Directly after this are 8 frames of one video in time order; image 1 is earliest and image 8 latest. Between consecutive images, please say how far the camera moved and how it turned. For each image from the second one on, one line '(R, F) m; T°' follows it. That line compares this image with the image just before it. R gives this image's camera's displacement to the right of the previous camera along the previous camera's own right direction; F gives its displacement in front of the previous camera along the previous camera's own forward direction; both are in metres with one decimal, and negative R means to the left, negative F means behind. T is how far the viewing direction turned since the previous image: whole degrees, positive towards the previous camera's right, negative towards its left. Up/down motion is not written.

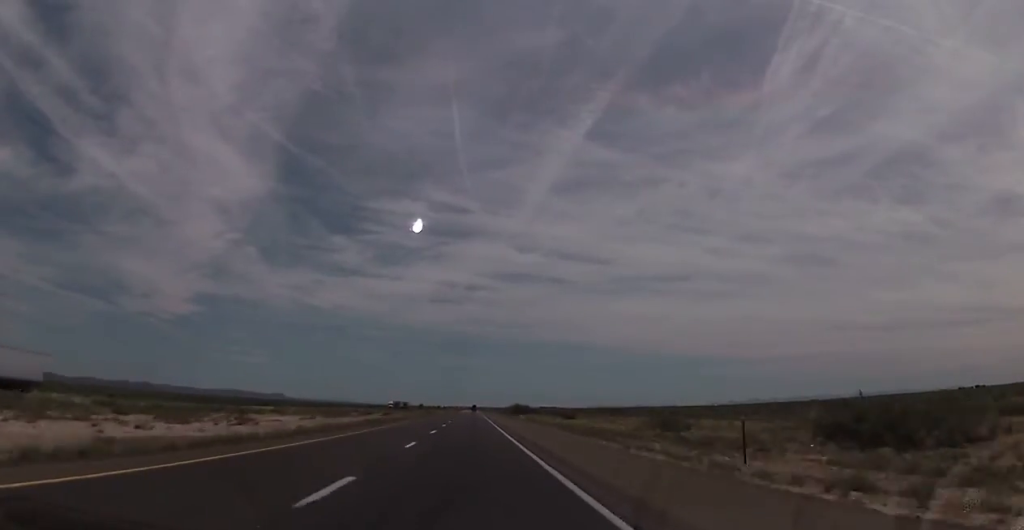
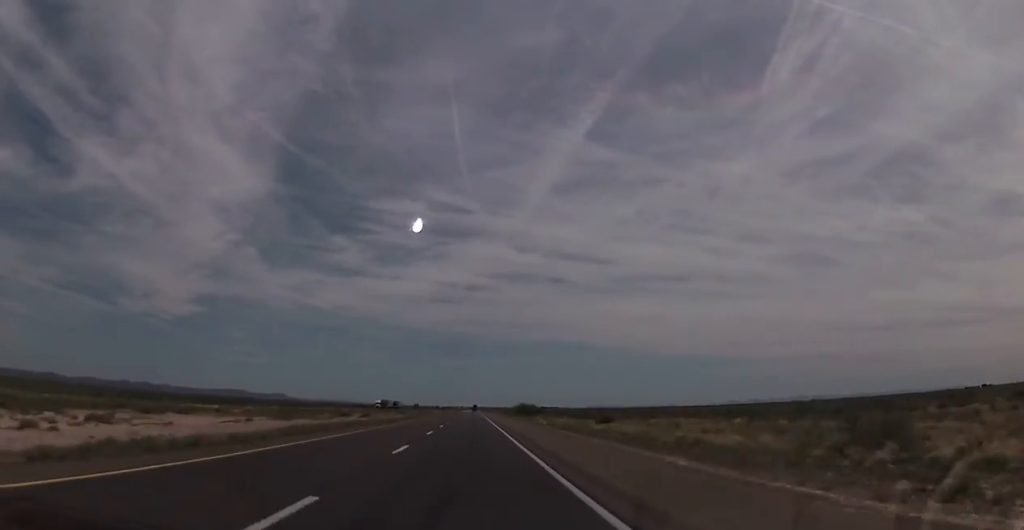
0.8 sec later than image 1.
(+0.4, +27.4) m; 0°
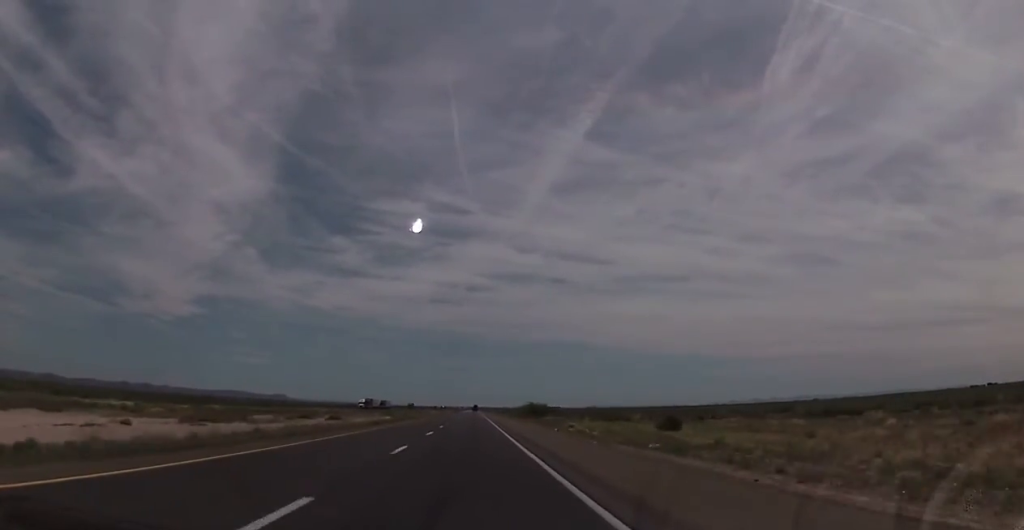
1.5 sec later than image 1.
(-0.3, +25.0) m; 0°
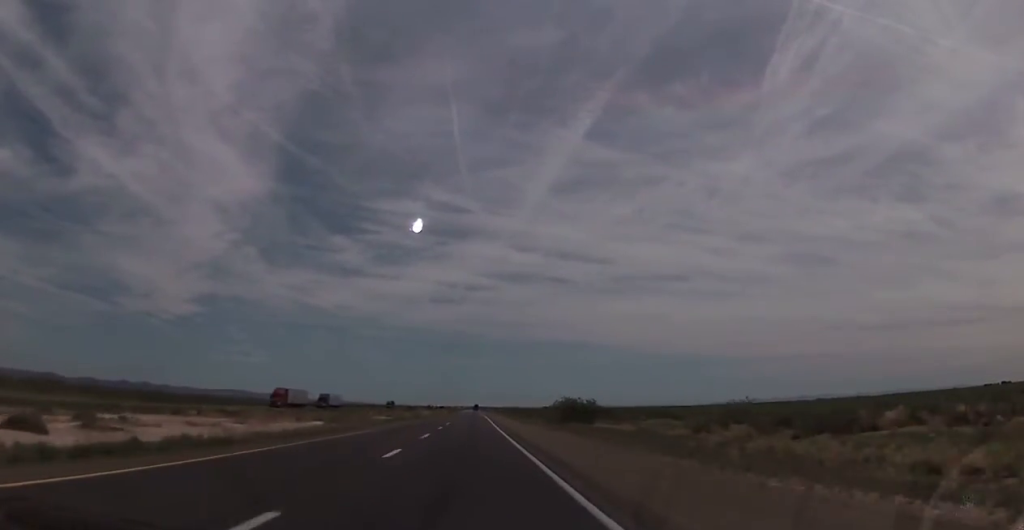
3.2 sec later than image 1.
(-0.3, +62.9) m; 0°
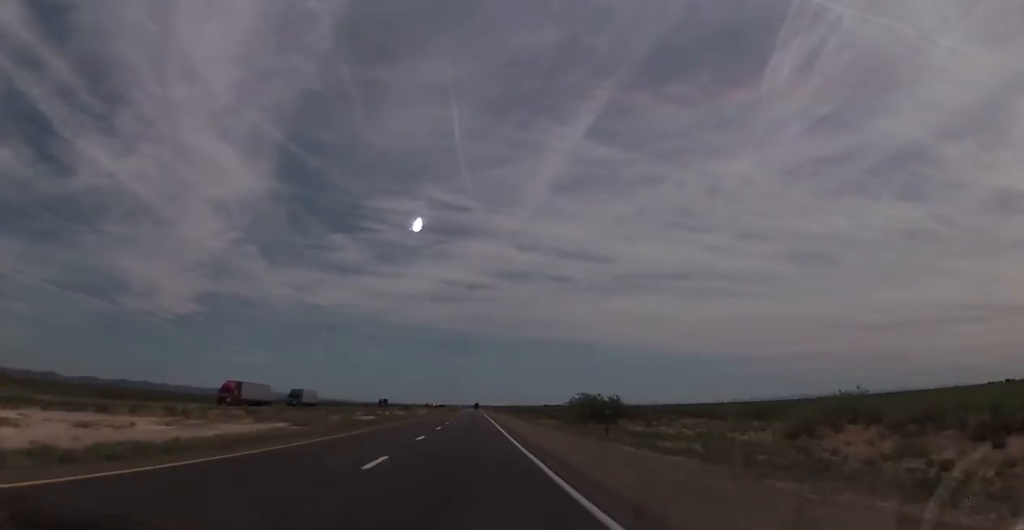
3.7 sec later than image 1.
(0.0, +15.4) m; 0°
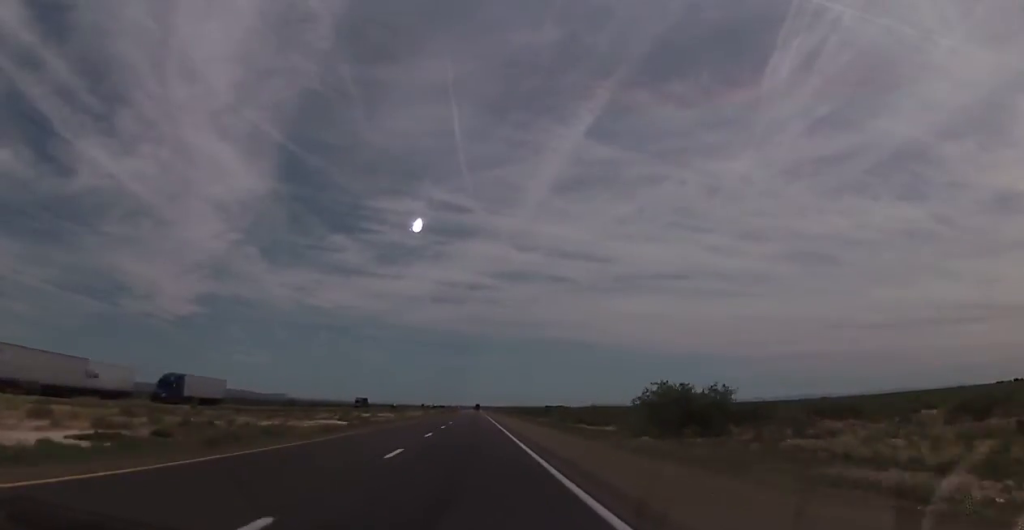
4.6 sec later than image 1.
(-0.1, +34.3) m; 0°
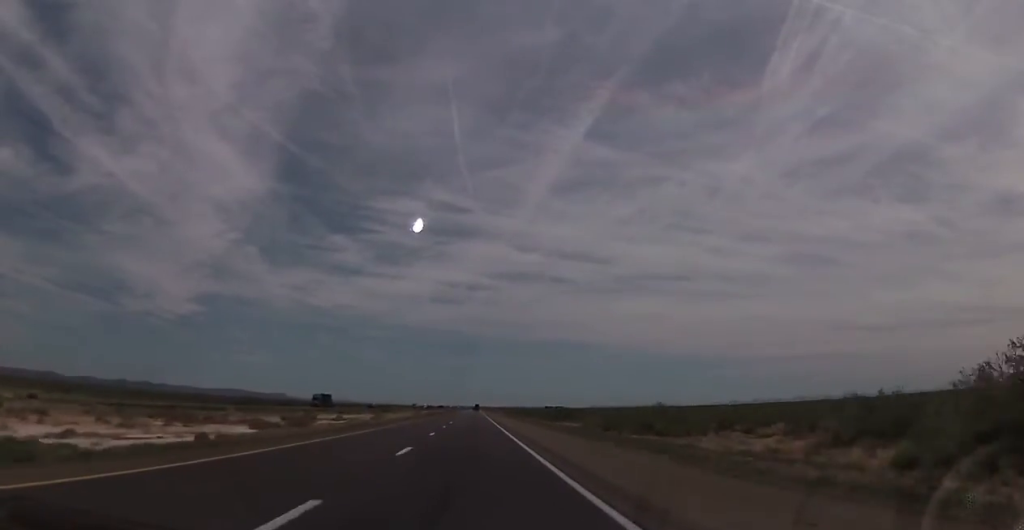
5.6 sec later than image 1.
(0.0, +35.4) m; +1°
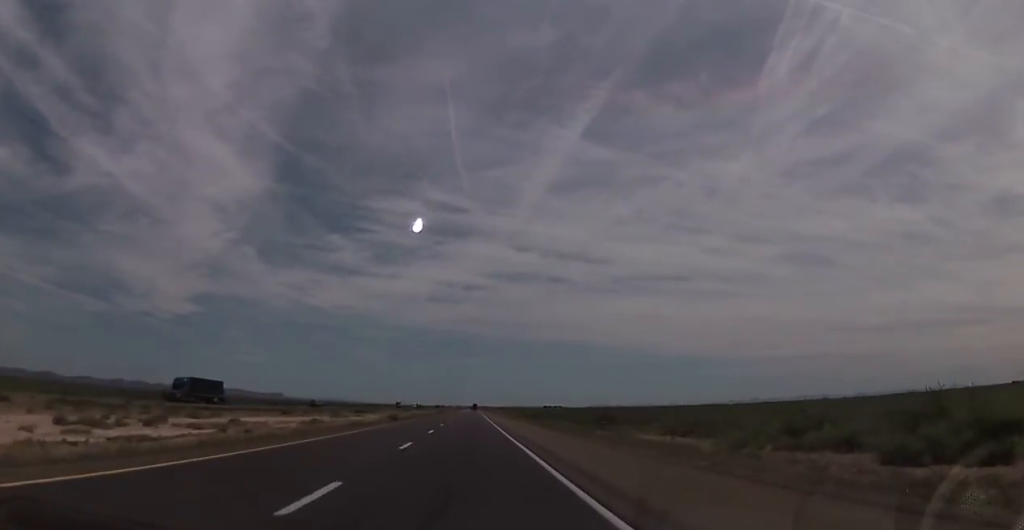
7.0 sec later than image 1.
(+0.5, +47.2) m; 0°
